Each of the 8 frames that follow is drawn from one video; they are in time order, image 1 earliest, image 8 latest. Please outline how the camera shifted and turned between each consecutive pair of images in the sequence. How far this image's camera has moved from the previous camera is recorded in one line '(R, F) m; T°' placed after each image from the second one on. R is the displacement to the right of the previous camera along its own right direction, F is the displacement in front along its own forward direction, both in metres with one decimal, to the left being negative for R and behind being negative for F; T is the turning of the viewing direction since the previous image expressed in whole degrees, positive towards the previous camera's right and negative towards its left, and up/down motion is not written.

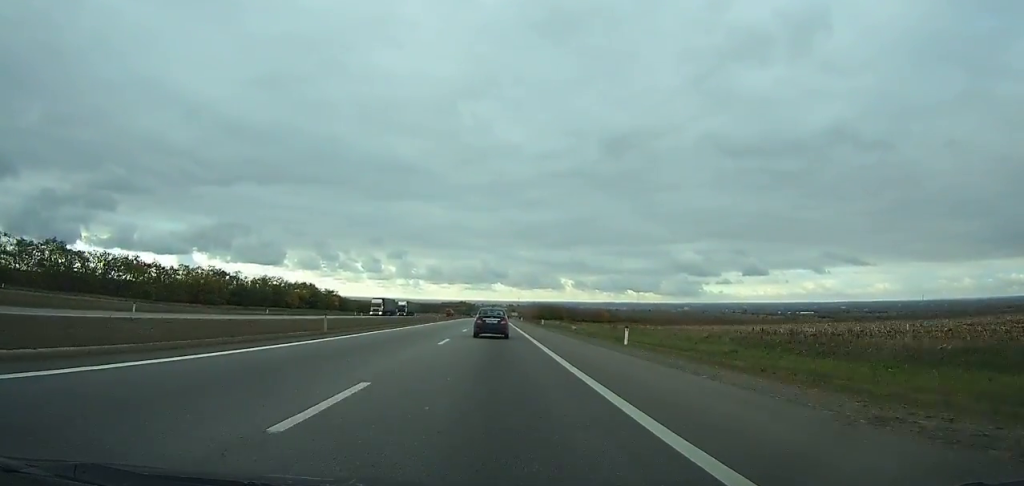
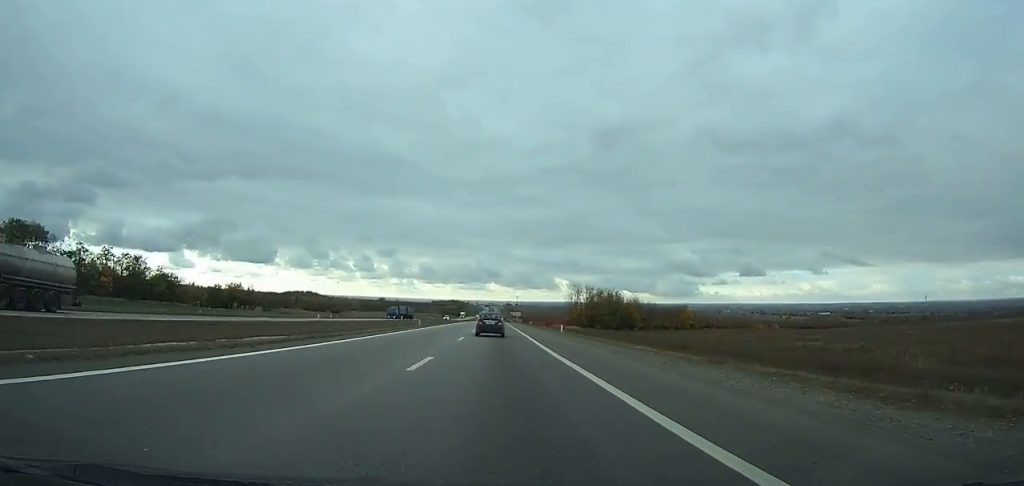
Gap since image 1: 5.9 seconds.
(-0.7, +171.1) m; 0°
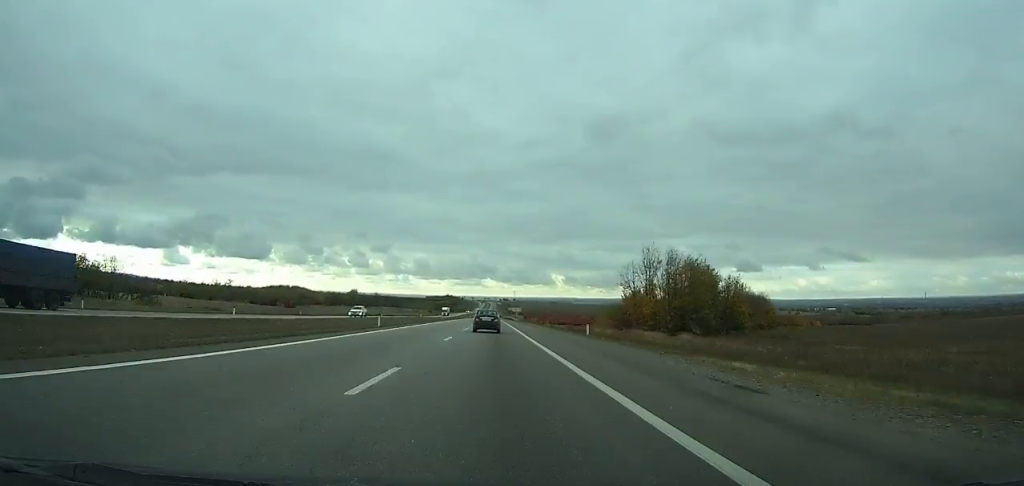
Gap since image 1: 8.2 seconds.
(+0.5, +66.8) m; 0°
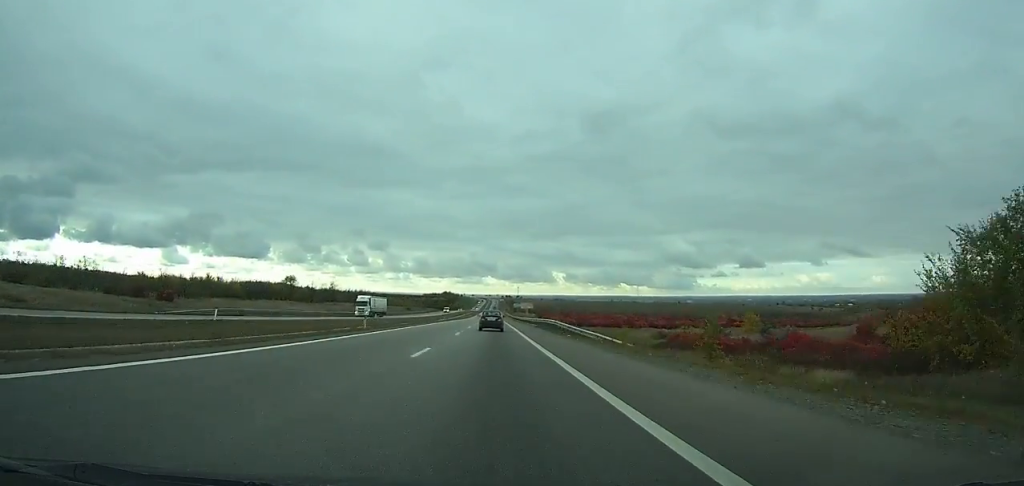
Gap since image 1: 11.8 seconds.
(+0.3, +104.5) m; 0°
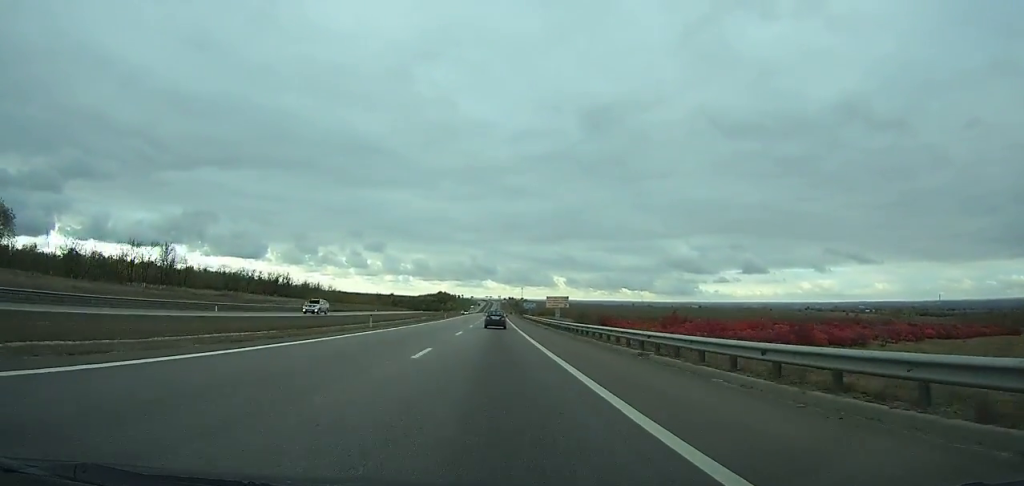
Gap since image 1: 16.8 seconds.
(-0.5, +145.1) m; 0°
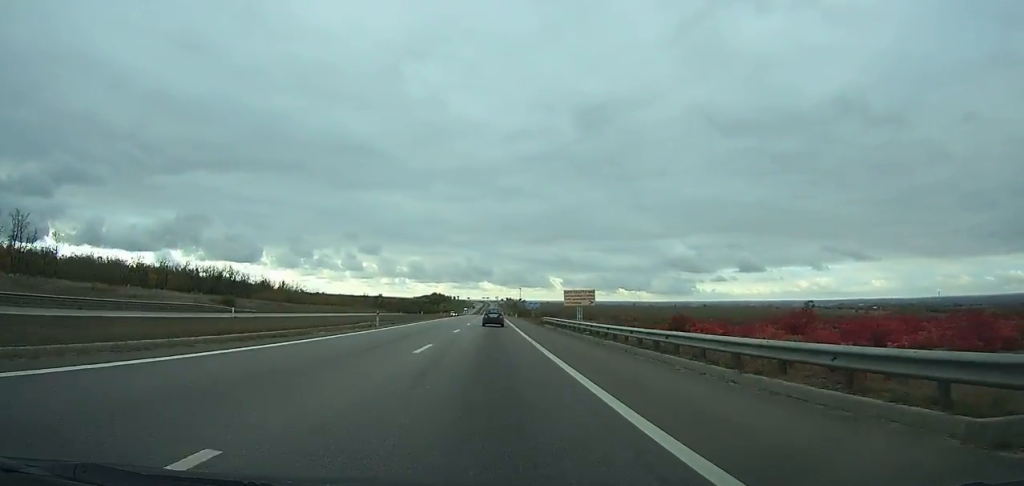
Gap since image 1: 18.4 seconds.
(0.0, +46.4) m; 0°
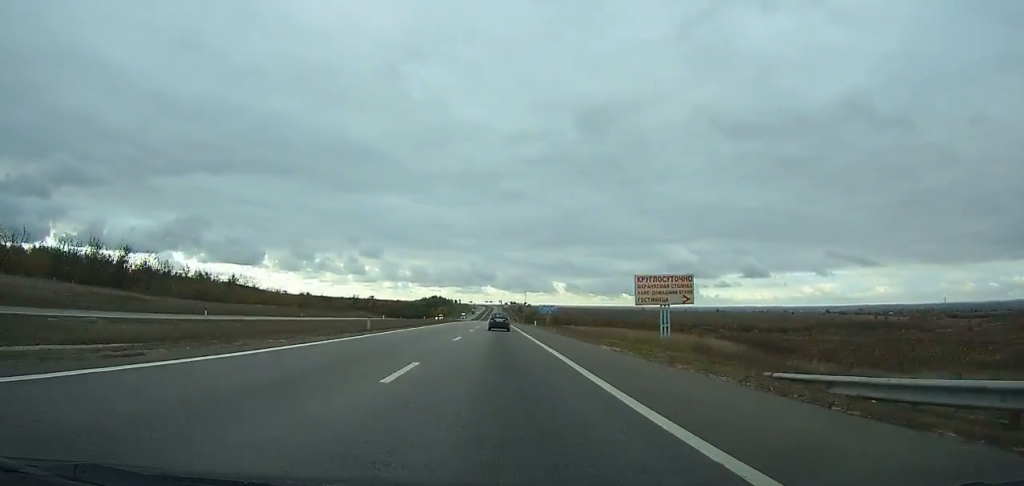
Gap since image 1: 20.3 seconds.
(+0.2, +55.2) m; 0°
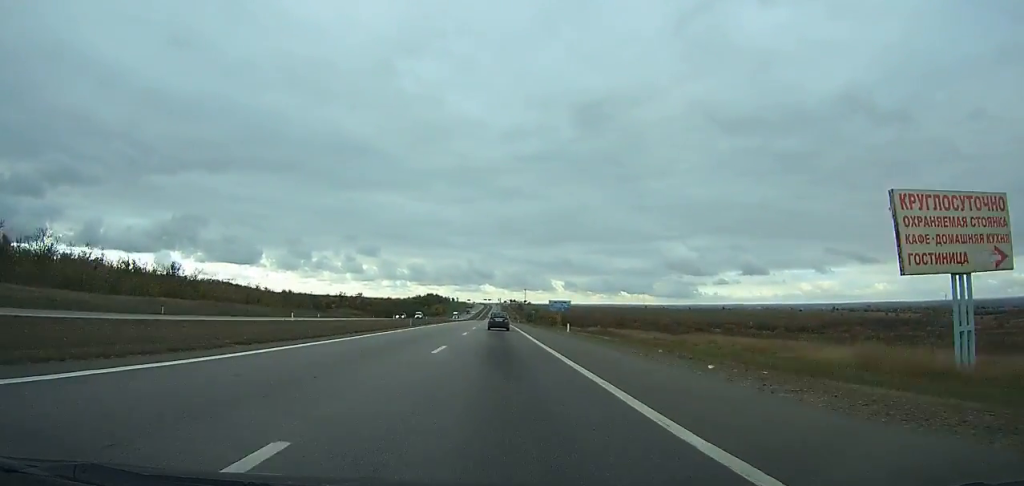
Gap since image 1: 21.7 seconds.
(0.0, +40.8) m; 0°
